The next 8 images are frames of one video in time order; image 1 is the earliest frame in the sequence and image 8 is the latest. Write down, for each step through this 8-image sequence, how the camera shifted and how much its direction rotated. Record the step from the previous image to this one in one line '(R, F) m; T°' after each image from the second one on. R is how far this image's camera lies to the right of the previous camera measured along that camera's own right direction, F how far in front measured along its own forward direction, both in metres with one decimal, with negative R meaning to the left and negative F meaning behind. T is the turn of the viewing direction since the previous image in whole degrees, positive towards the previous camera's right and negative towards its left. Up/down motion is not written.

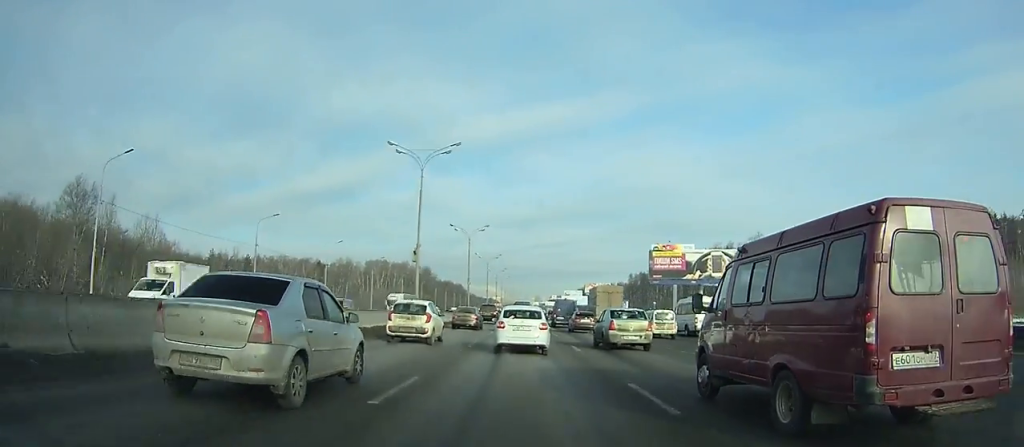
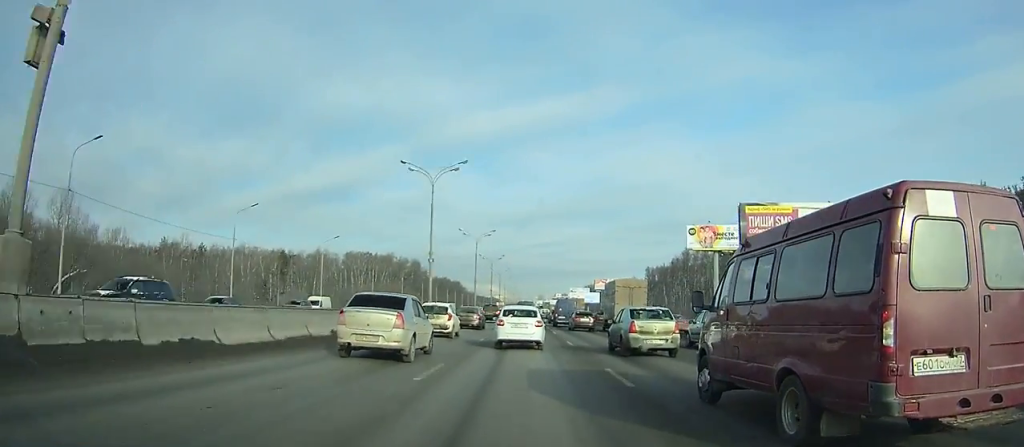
(-0.1, +31.8) m; 0°
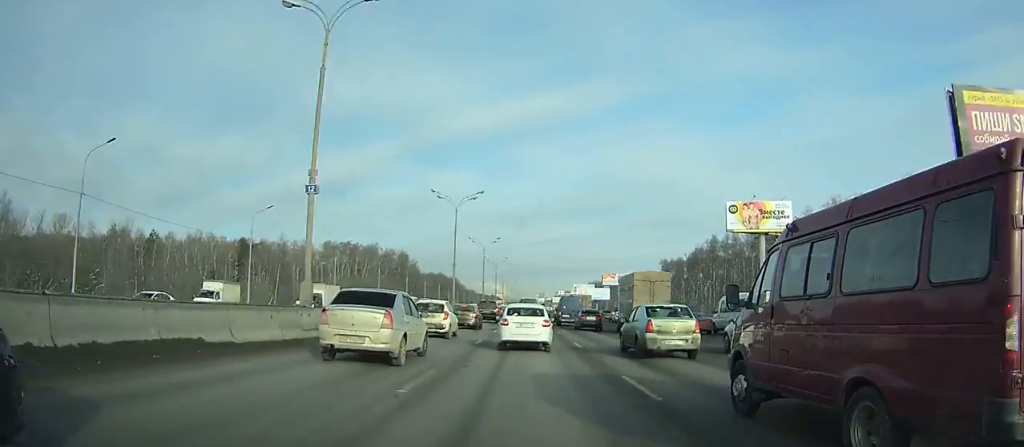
(0.0, +23.7) m; 0°
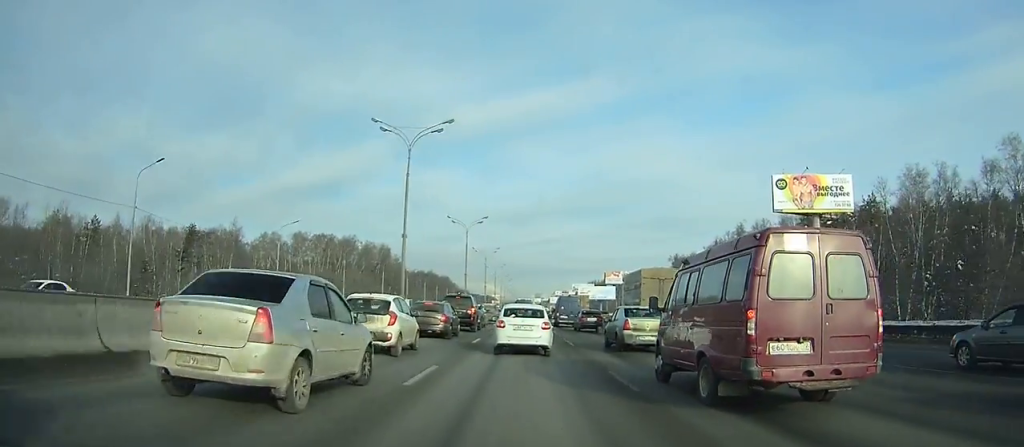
(+0.1, +22.5) m; 0°
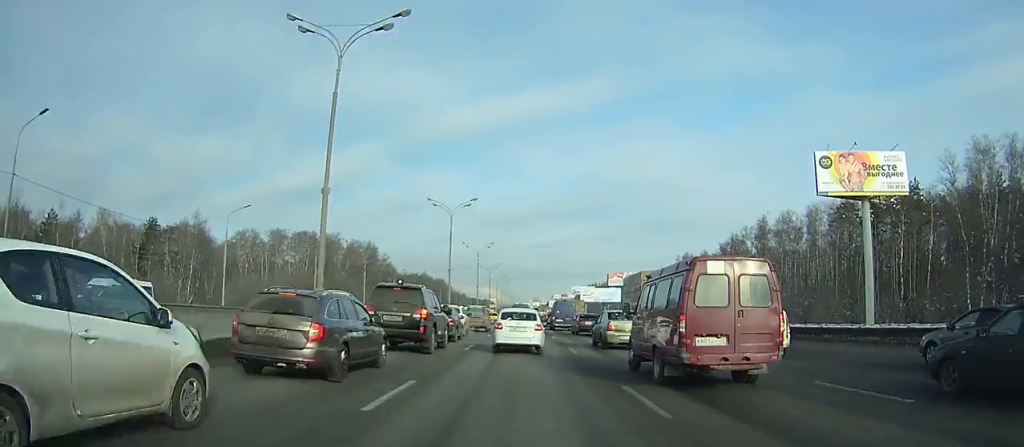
(0.0, +15.8) m; 0°
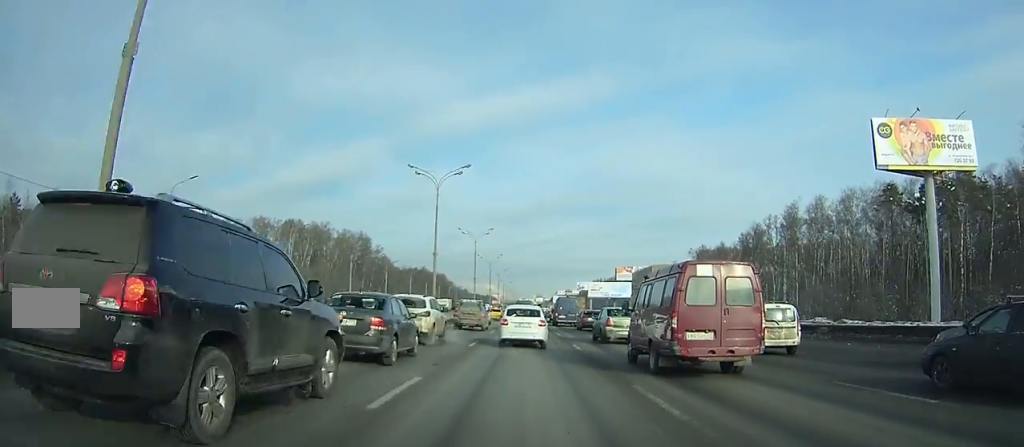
(0.0, +12.7) m; 0°
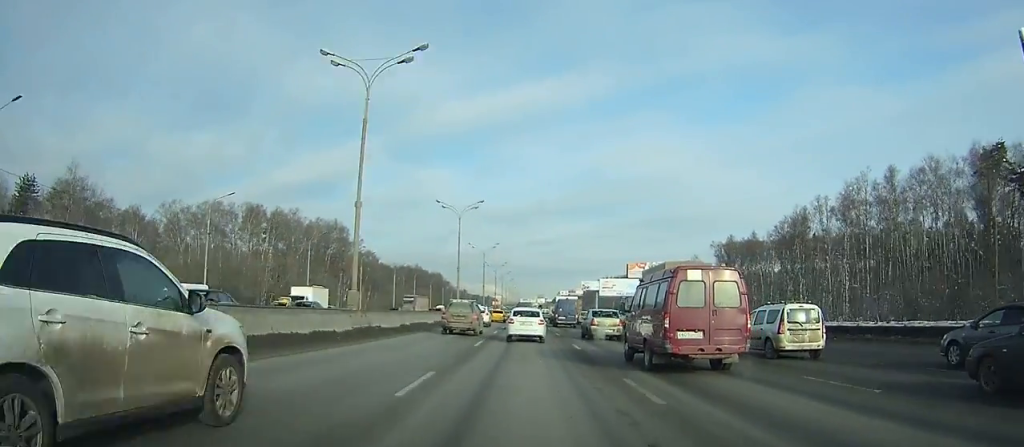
(0.0, +23.2) m; 0°
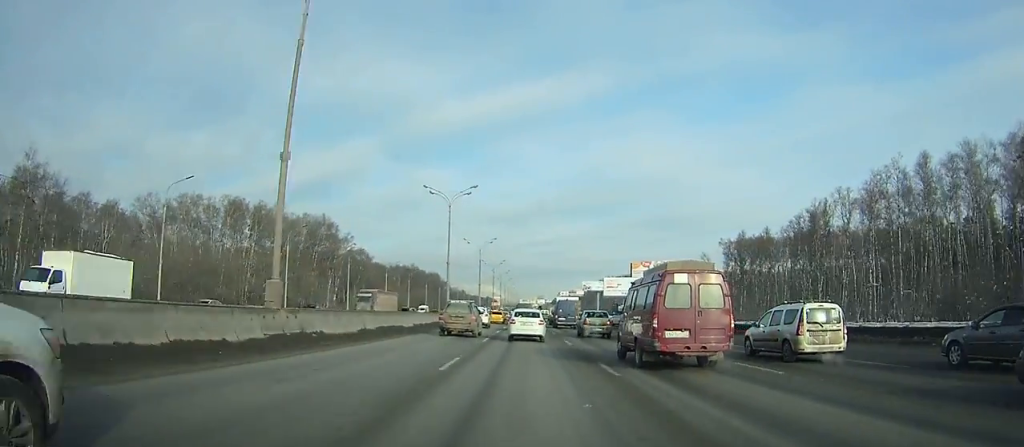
(0.0, +8.1) m; 0°
